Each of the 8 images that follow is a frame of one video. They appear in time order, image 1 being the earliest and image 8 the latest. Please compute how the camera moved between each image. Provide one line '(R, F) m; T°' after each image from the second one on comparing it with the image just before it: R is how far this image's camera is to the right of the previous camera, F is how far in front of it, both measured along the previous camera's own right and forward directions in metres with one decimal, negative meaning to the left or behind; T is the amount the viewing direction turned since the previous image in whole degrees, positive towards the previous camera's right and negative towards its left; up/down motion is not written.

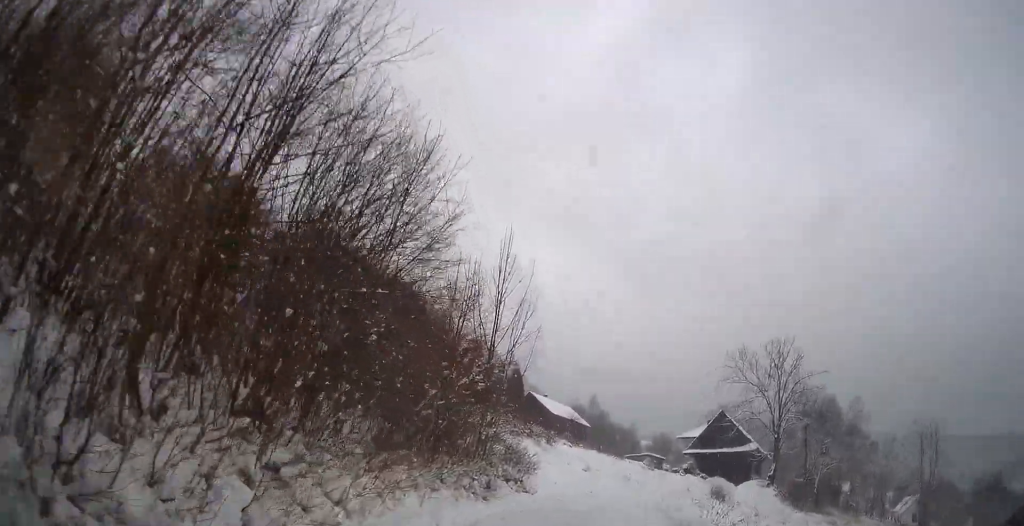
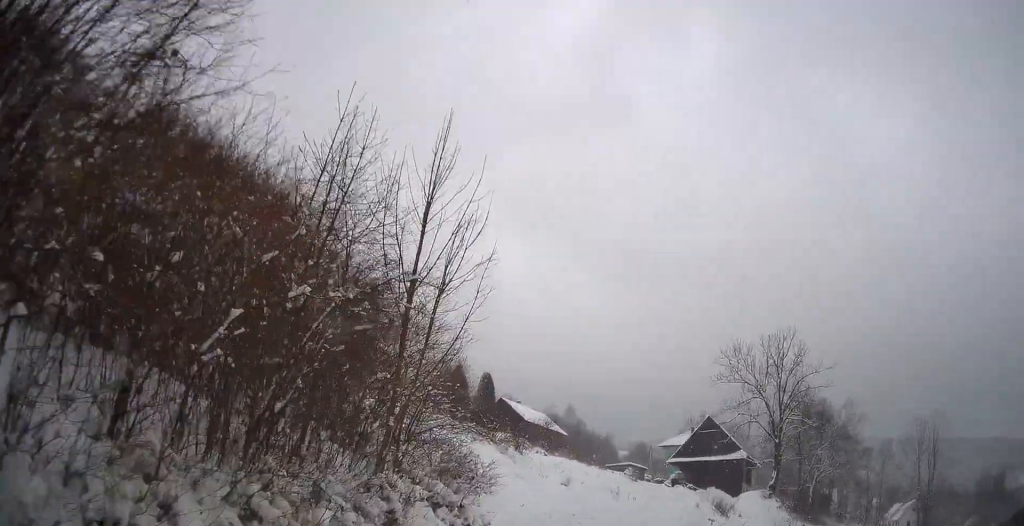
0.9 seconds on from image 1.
(+0.2, +6.8) m; +6°
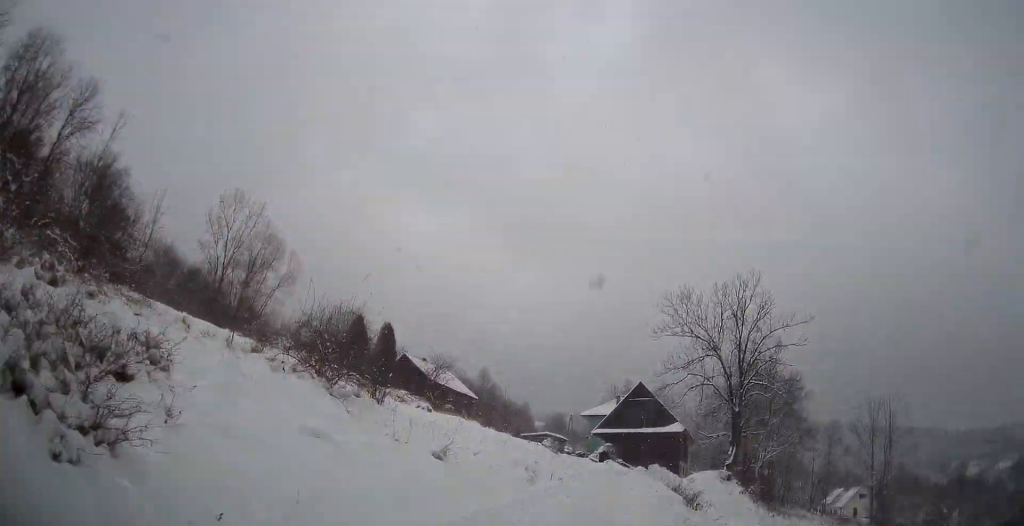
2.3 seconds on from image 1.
(+1.2, +10.6) m; +10°
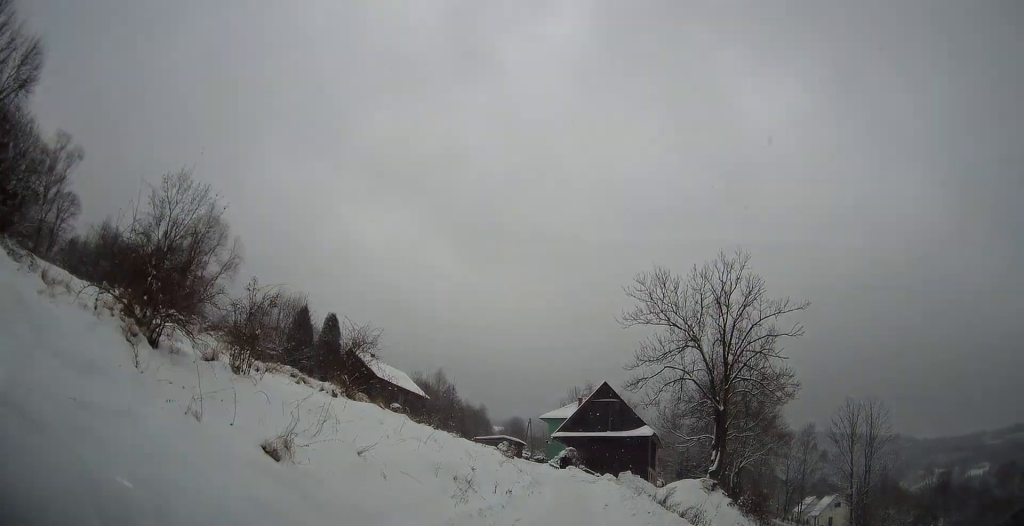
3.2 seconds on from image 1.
(+0.2, +6.0) m; +2°
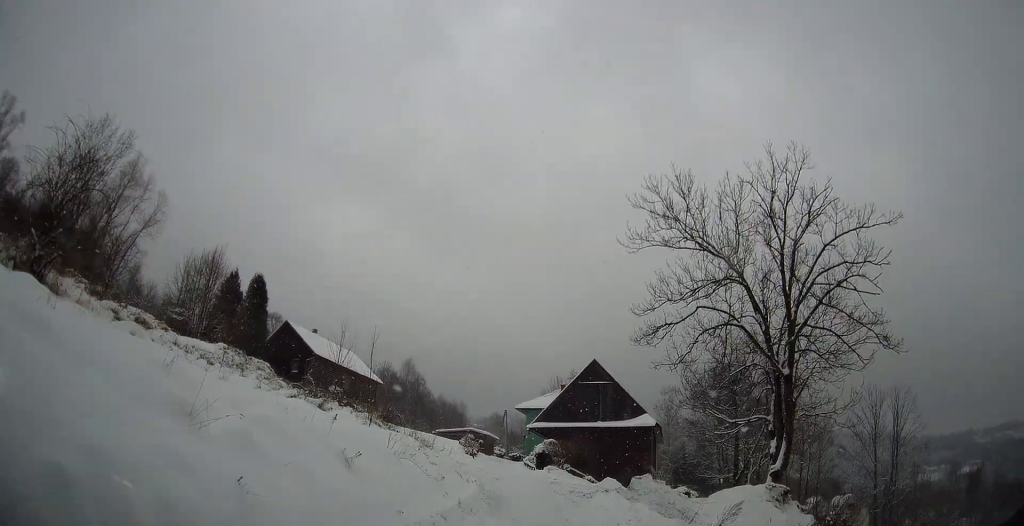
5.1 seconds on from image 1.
(0.0, +13.7) m; -1°
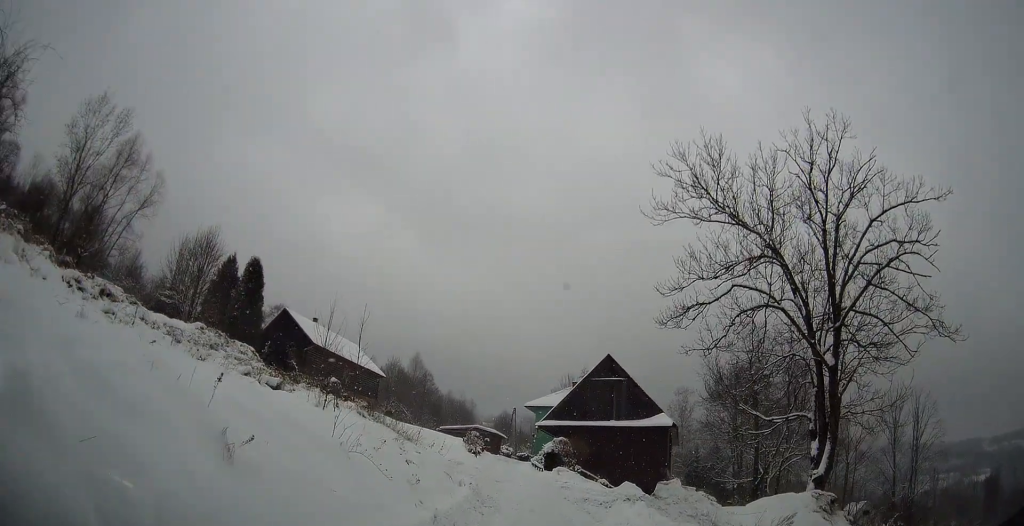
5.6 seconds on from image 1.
(-0.1, +3.3) m; 0°
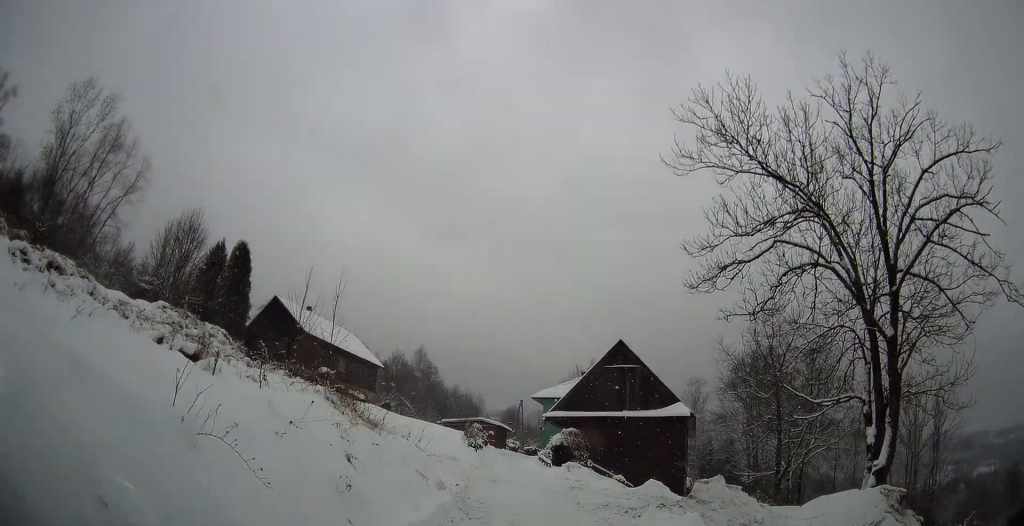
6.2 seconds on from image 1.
(0.0, +3.5) m; +1°
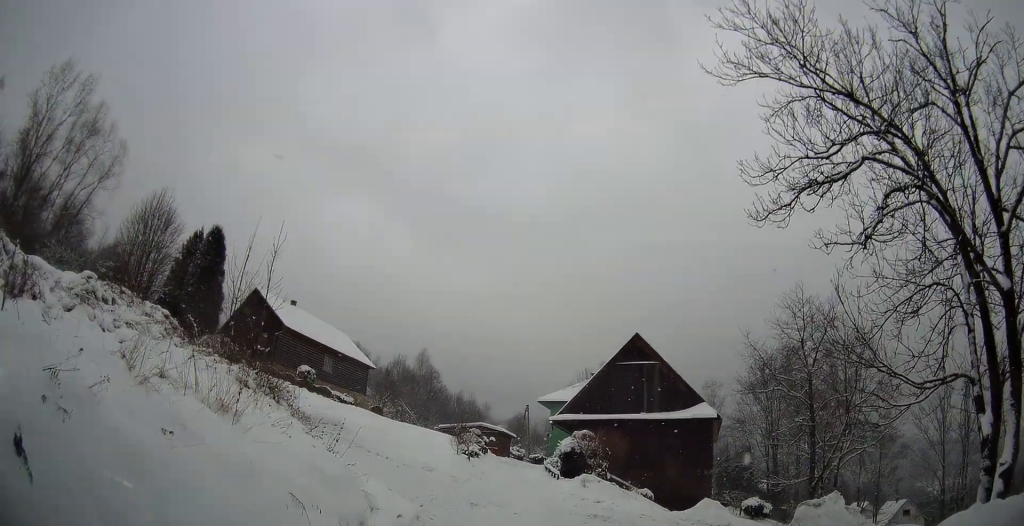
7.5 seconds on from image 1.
(+0.2, +5.6) m; +2°
